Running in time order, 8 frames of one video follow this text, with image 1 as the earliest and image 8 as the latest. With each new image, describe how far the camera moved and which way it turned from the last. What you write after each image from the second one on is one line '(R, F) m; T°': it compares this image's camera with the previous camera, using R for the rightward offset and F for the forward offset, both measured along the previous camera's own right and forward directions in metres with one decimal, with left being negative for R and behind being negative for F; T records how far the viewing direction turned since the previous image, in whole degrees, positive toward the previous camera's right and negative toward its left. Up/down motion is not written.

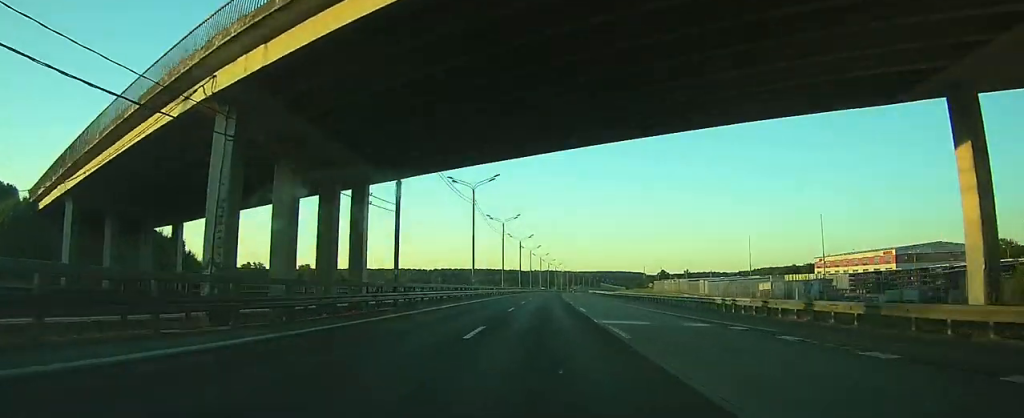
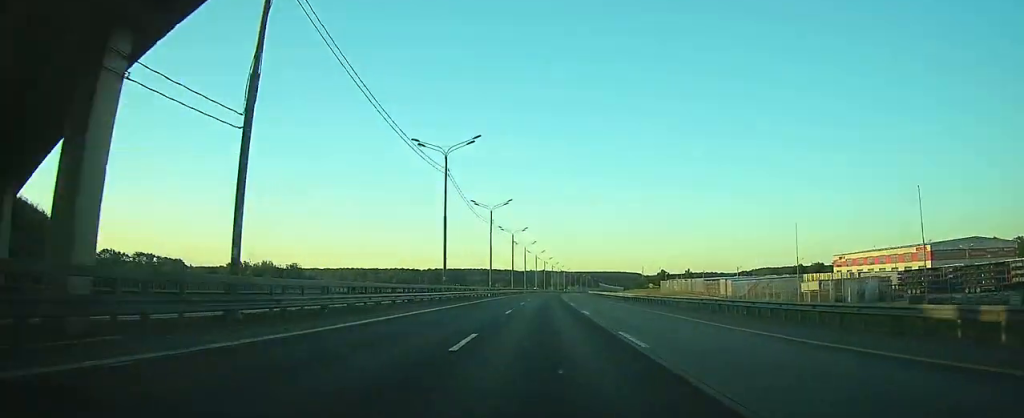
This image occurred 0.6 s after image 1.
(+0.2, +18.3) m; +1°
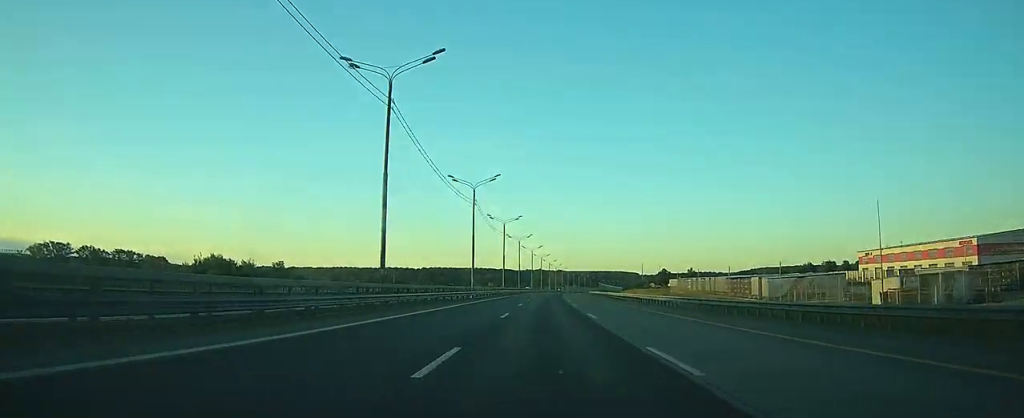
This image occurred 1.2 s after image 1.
(+0.1, +19.4) m; +1°
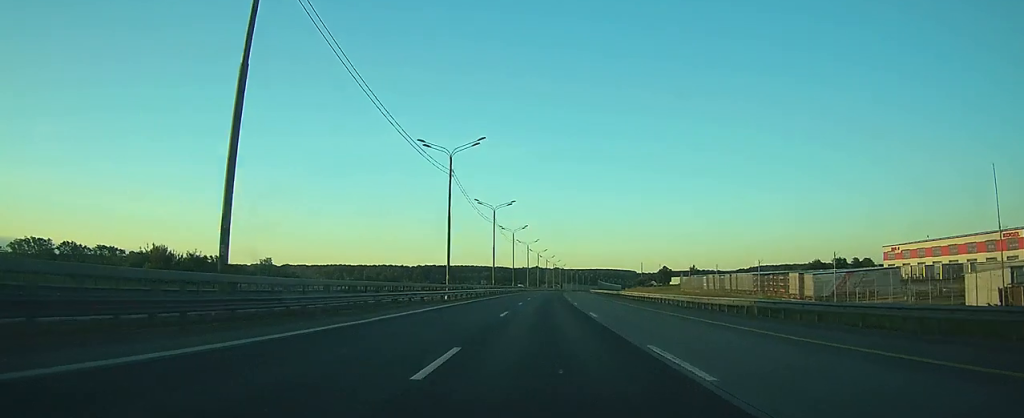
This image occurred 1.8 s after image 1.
(+0.1, +16.4) m; 0°
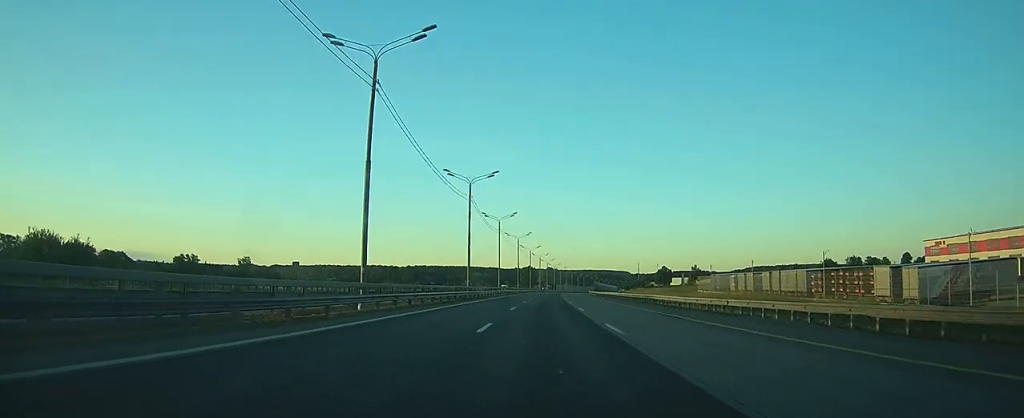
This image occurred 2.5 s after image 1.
(+0.1, +23.6) m; +1°
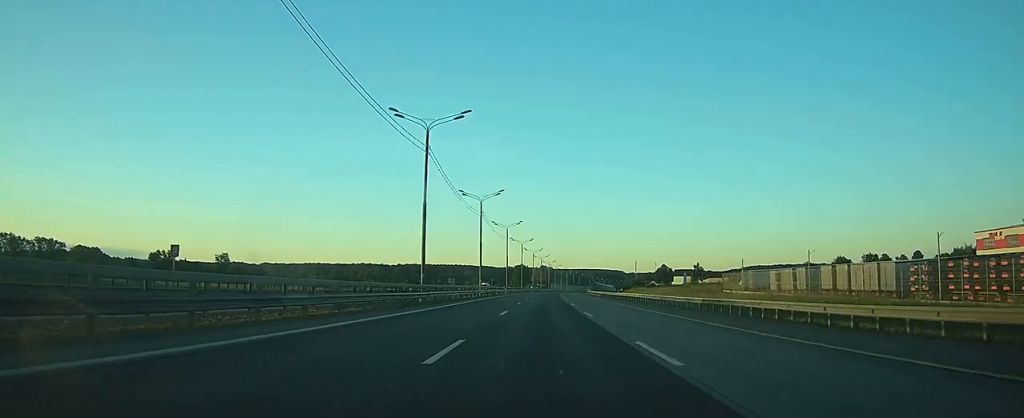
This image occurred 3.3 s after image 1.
(+0.1, +22.7) m; 0°
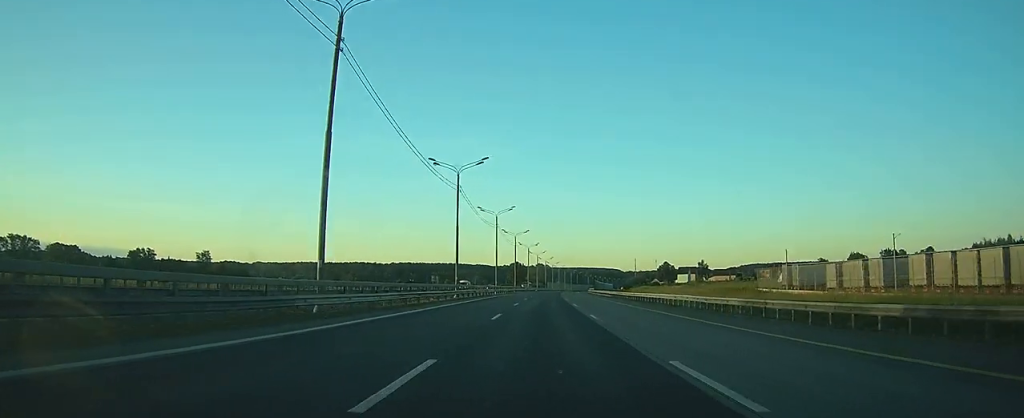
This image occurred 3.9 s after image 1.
(+0.1, +19.6) m; 0°
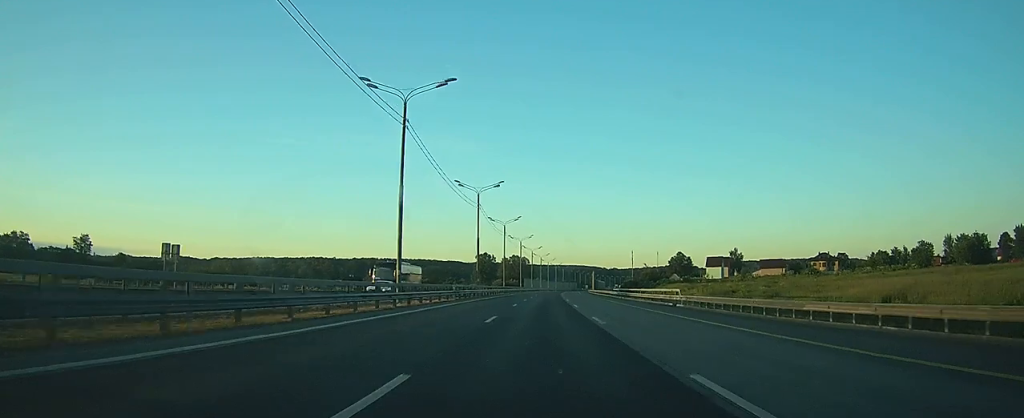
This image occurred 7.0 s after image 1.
(+1.4, +97.1) m; +2°
